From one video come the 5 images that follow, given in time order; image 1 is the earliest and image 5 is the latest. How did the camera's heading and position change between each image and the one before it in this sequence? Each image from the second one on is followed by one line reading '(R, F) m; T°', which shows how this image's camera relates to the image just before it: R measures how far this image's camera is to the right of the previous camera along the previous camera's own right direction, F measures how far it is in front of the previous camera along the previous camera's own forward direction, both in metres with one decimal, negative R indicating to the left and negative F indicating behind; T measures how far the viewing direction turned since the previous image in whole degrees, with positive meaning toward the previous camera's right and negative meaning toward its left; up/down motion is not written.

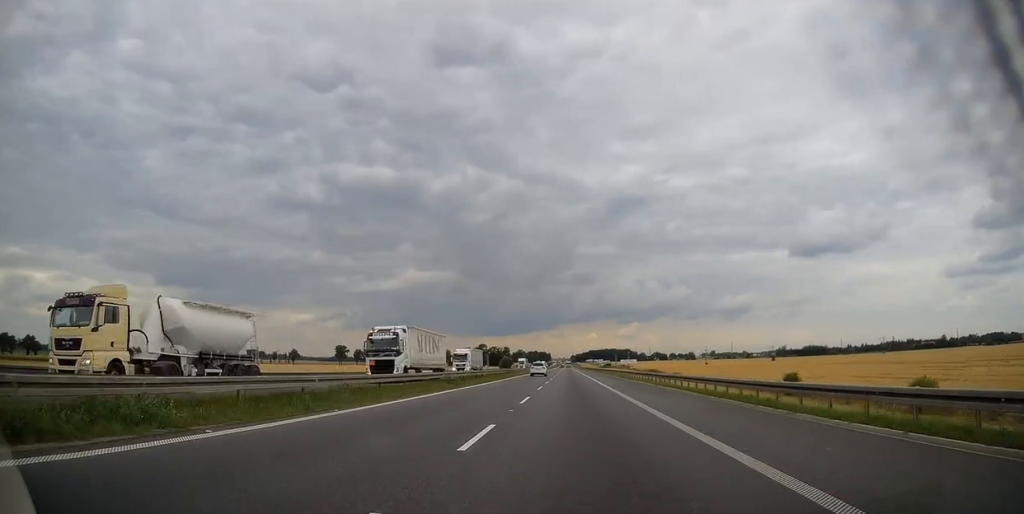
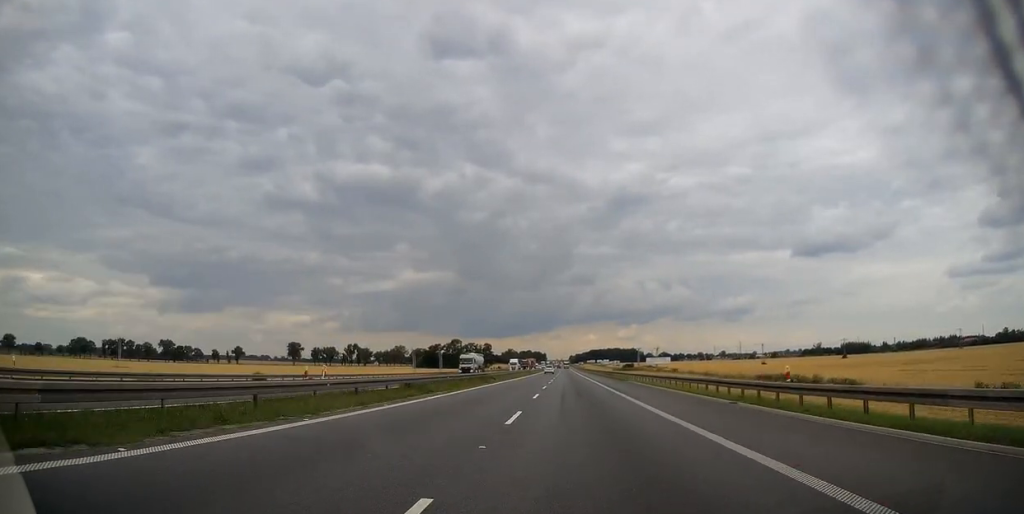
(-0.4, +140.0) m; 0°
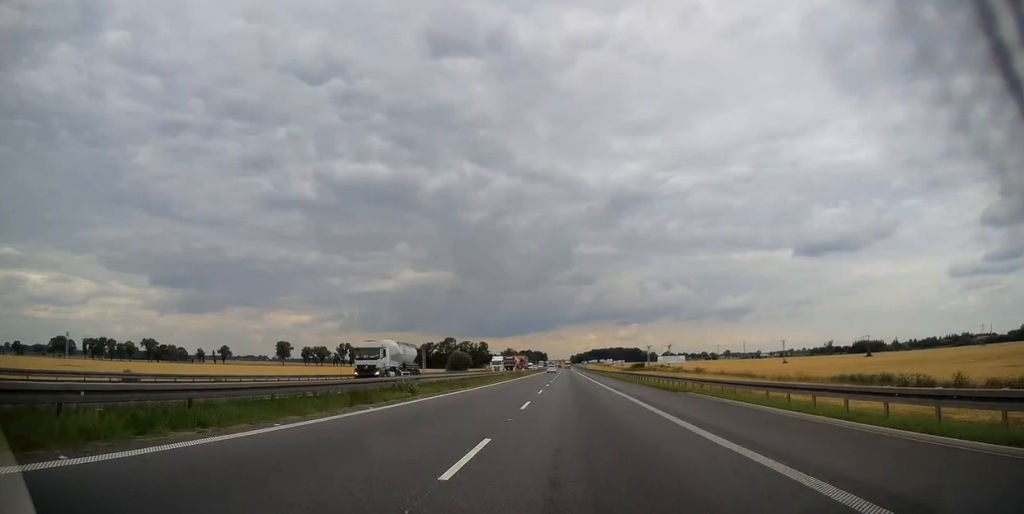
(-0.1, +31.0) m; 0°
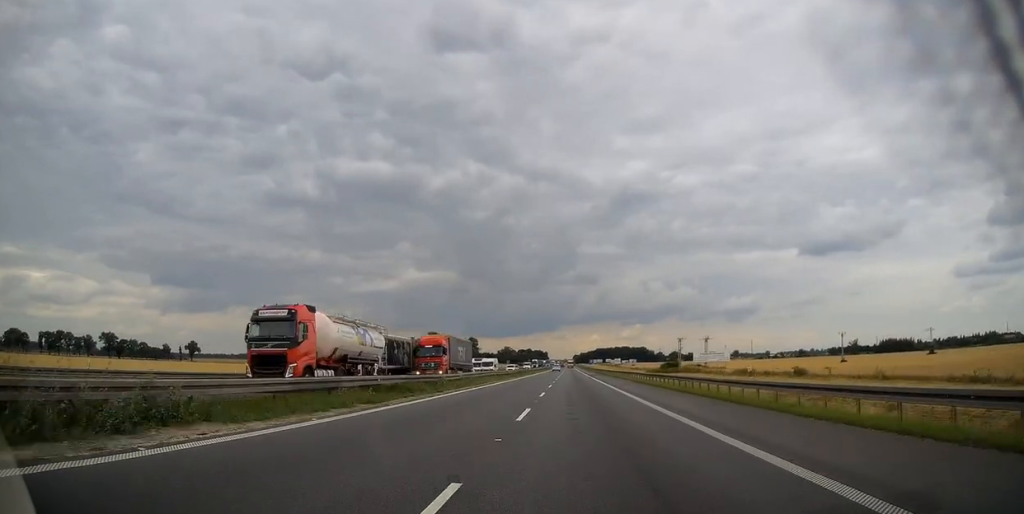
(-0.3, +64.1) m; 0°
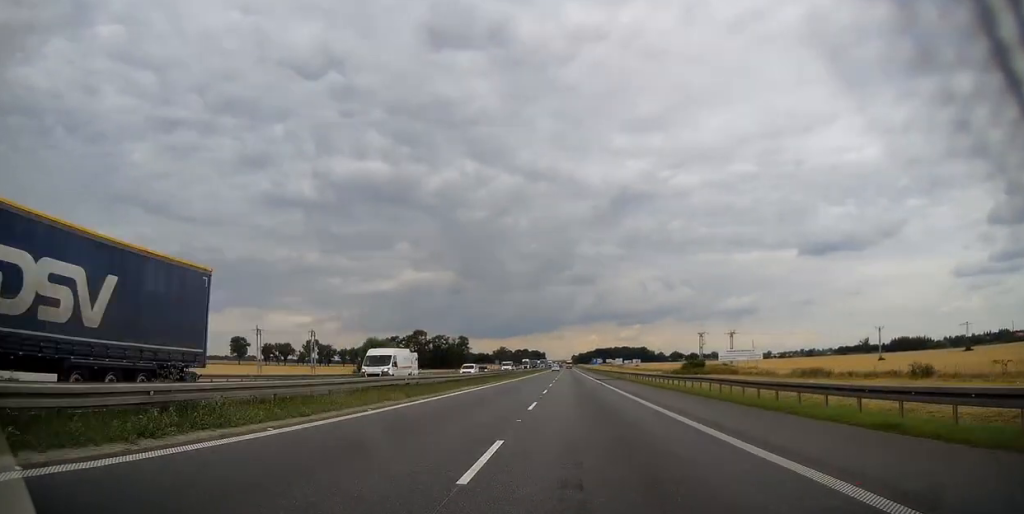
(+0.1, +31.9) m; +1°
